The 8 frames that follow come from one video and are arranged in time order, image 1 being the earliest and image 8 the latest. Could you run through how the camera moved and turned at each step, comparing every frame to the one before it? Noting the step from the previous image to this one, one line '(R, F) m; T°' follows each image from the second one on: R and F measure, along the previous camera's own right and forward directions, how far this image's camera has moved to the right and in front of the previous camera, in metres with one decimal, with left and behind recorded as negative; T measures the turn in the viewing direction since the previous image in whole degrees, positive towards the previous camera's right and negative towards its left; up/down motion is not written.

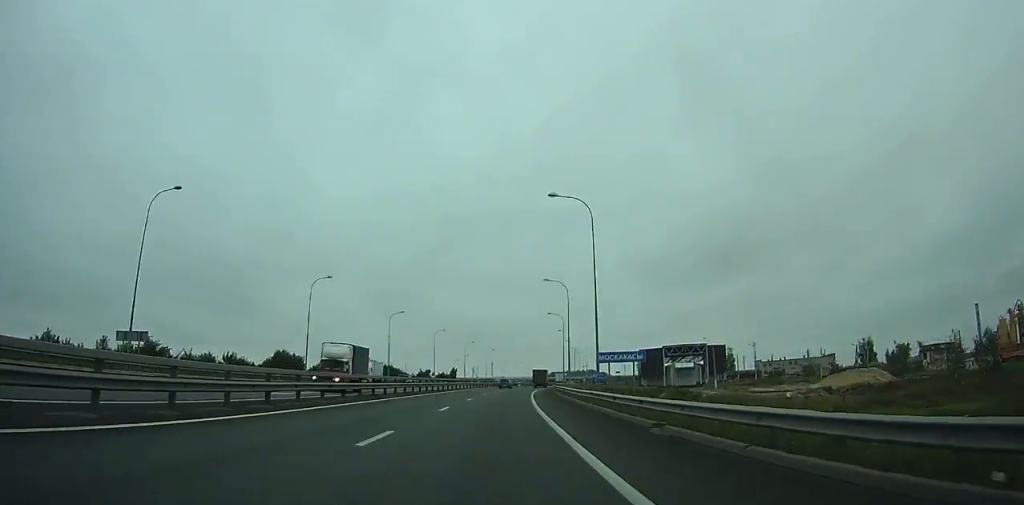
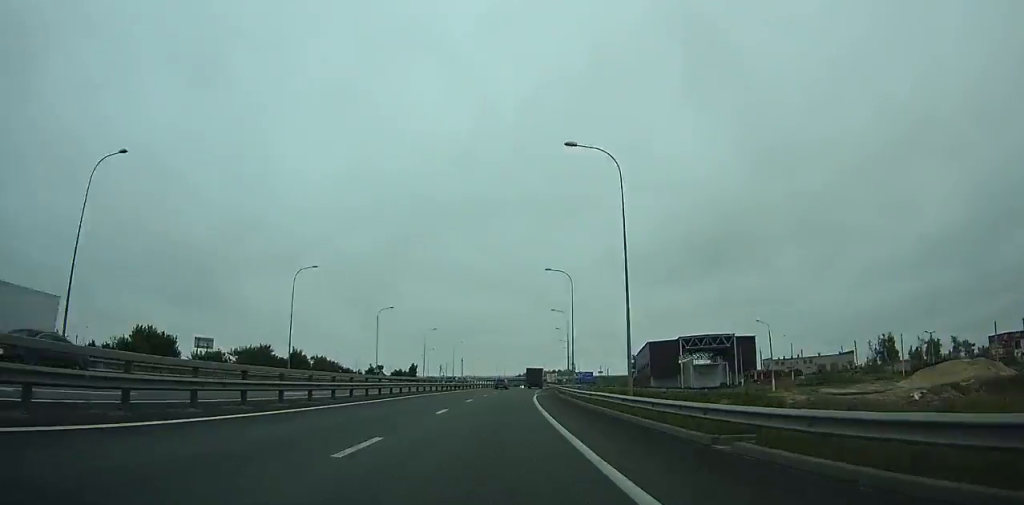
(+1.8, +36.9) m; +2°
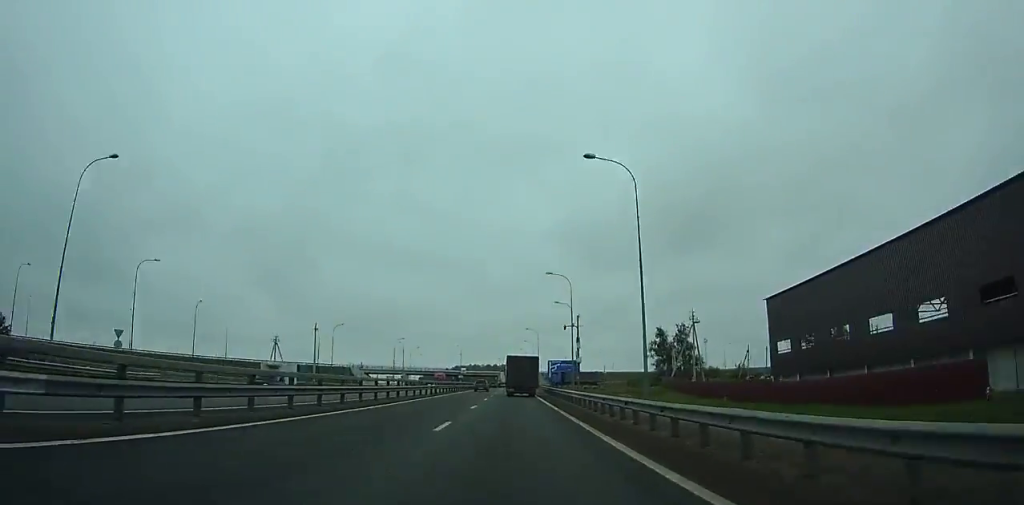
(+8.2, +126.5) m; +6°
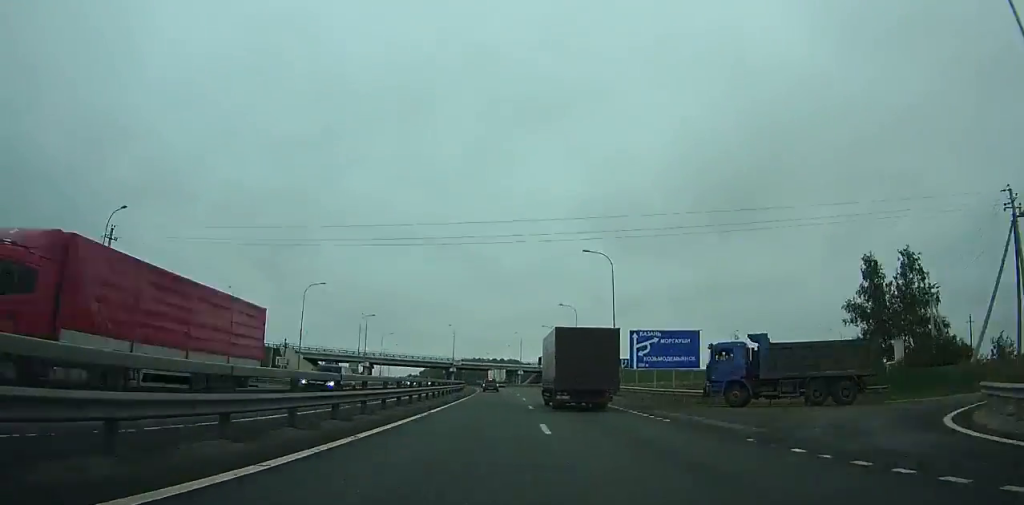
(+0.5, +72.5) m; 0°
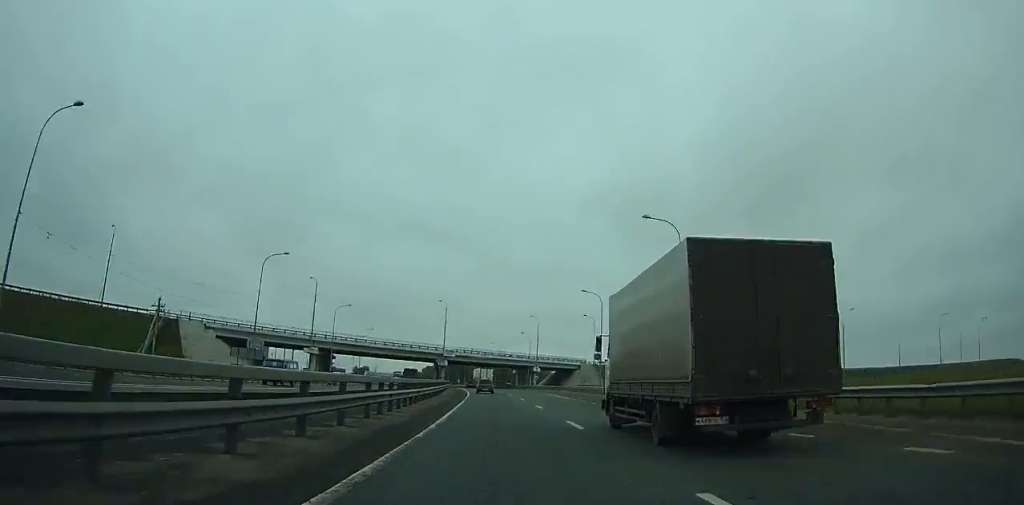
(-0.2, +46.3) m; -1°
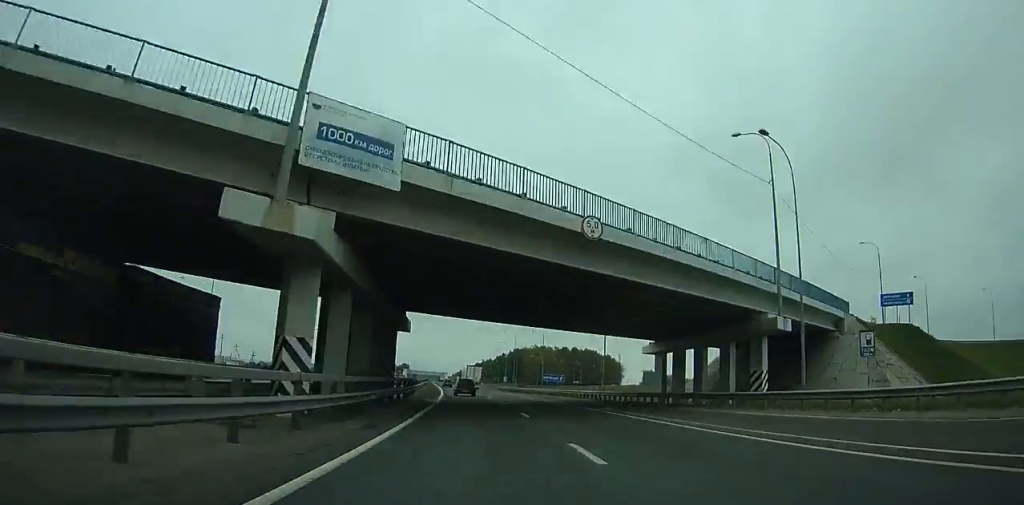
(-3.2, +101.0) m; -5°
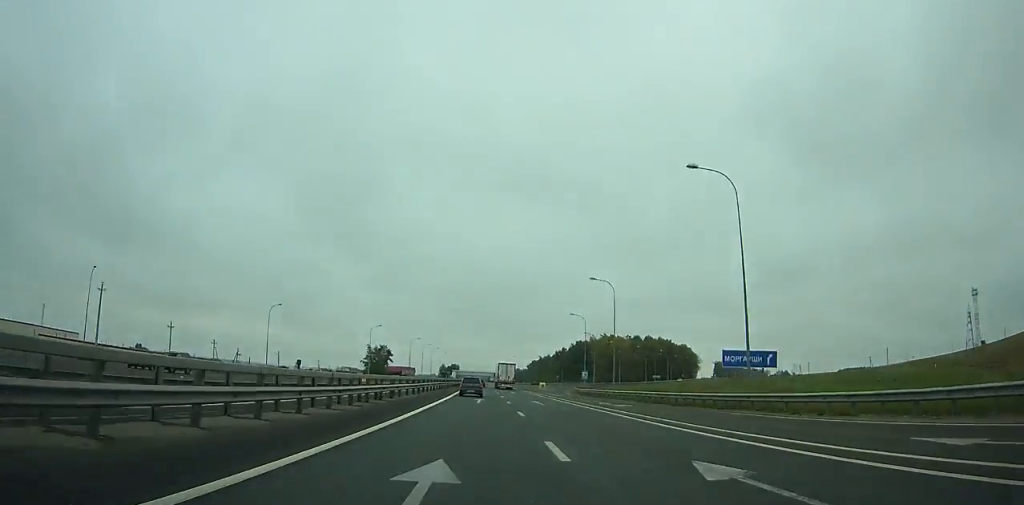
(-2.1, +59.1) m; -4°
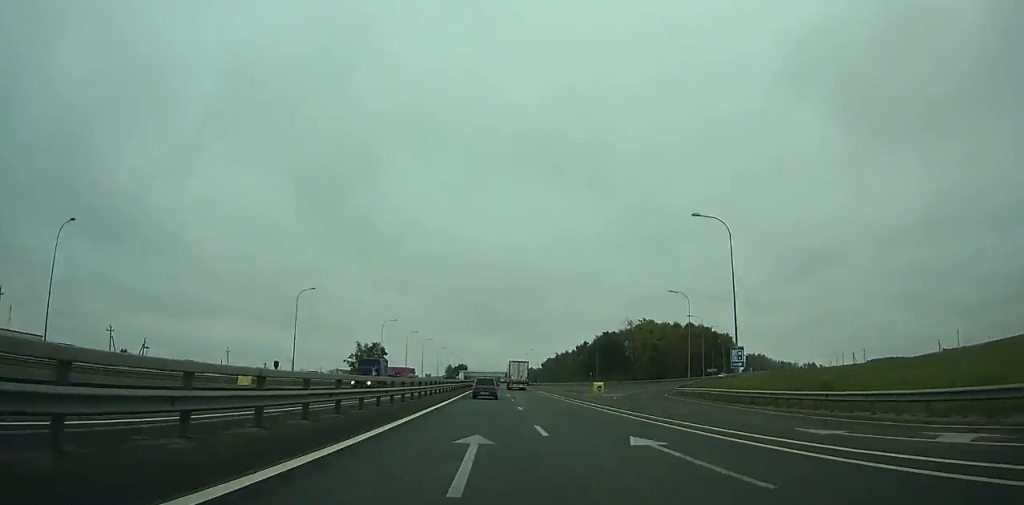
(-2.1, +54.2) m; -2°
